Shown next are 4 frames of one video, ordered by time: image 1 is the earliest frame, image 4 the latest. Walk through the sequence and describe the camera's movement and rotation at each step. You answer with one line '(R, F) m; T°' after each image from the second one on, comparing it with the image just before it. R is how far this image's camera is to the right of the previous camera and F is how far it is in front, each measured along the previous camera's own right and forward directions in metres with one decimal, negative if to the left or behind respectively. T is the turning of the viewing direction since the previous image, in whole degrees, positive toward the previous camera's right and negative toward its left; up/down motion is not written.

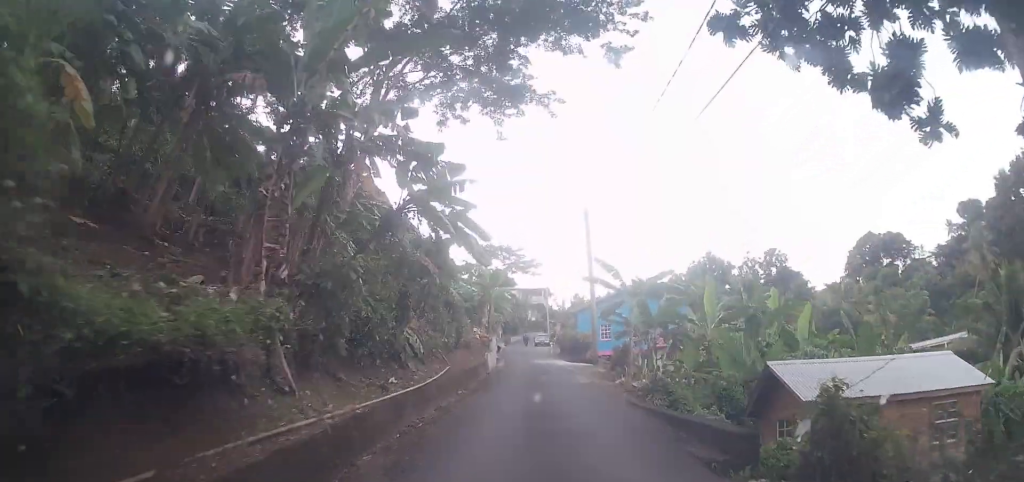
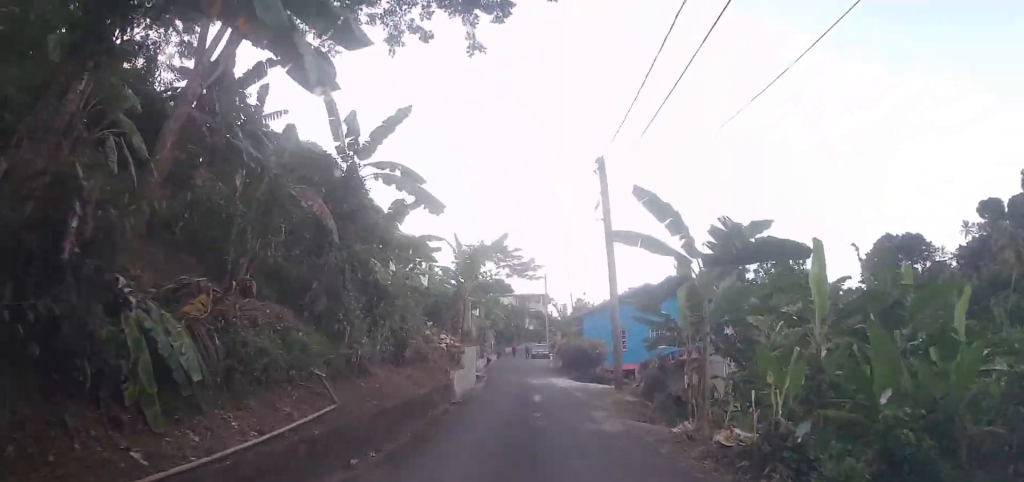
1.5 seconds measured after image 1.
(+0.4, +8.6) m; +7°
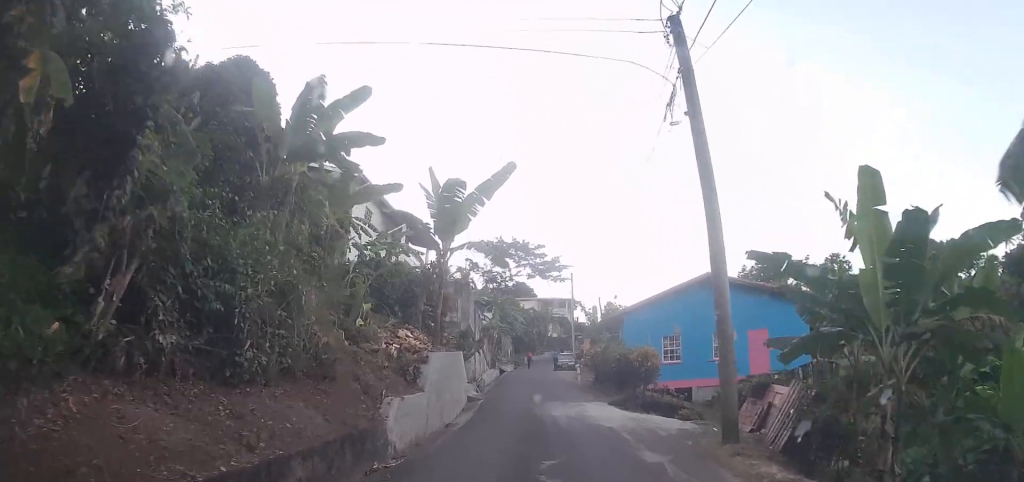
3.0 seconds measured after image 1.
(-0.4, +8.9) m; -9°
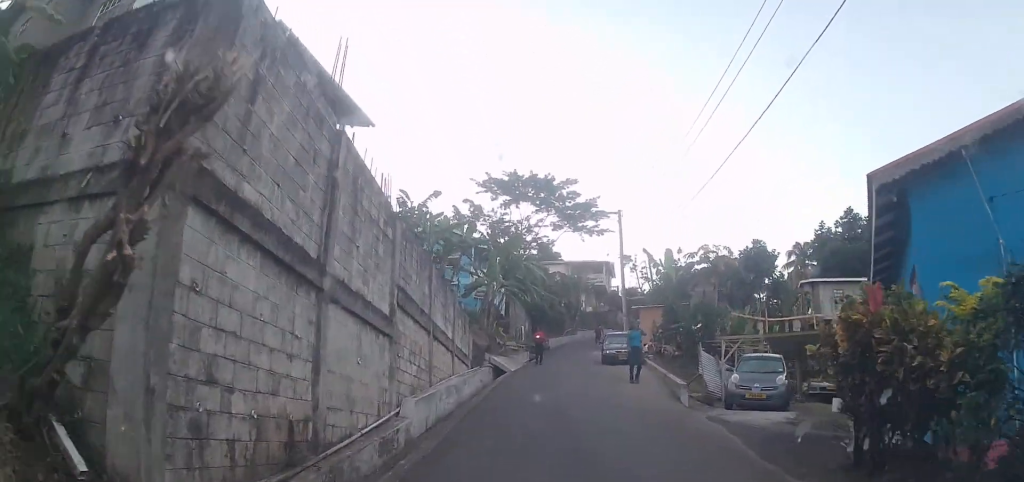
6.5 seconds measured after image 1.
(-2.5, +22.6) m; 0°
